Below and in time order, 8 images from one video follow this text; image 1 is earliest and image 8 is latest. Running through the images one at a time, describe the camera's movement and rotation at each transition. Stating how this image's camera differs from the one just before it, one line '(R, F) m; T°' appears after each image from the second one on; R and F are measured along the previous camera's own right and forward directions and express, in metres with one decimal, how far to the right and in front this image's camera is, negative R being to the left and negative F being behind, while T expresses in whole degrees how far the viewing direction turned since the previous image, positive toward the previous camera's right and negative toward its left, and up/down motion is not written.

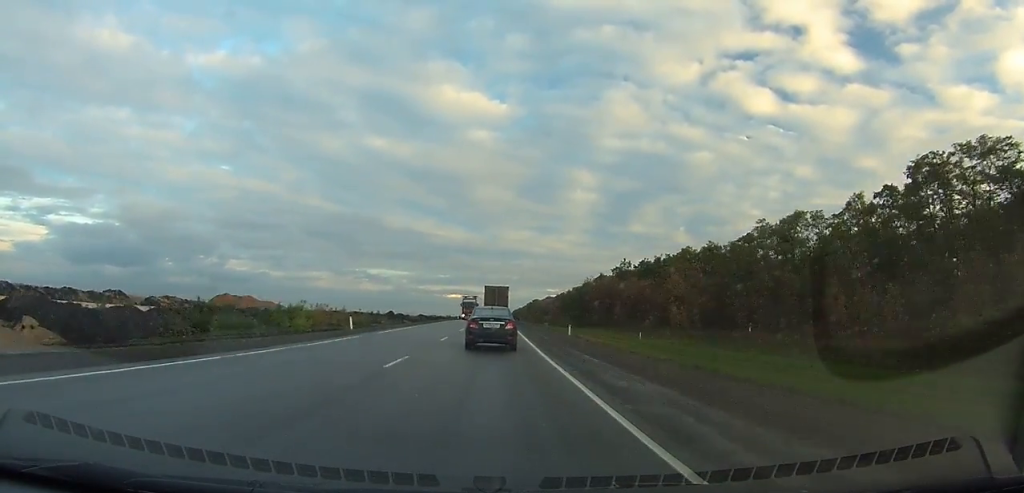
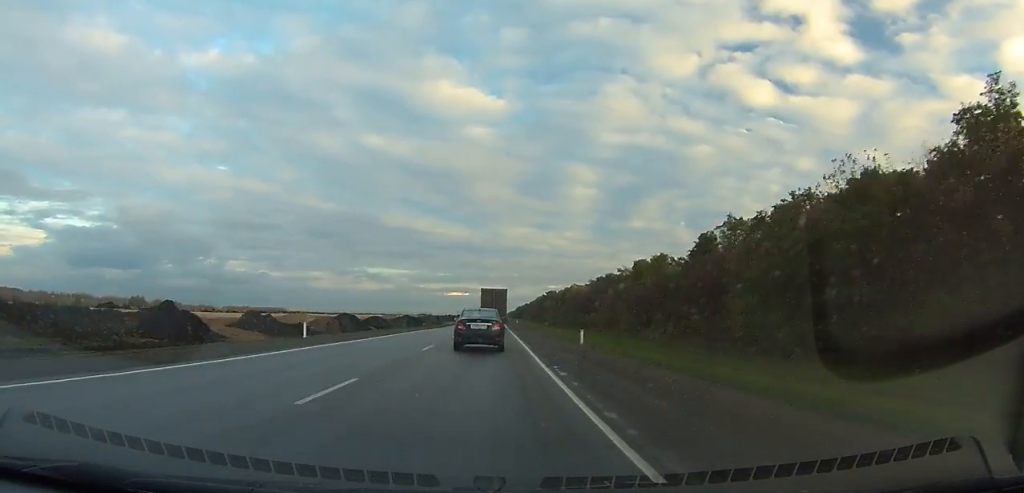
(-0.1, +112.9) m; 0°
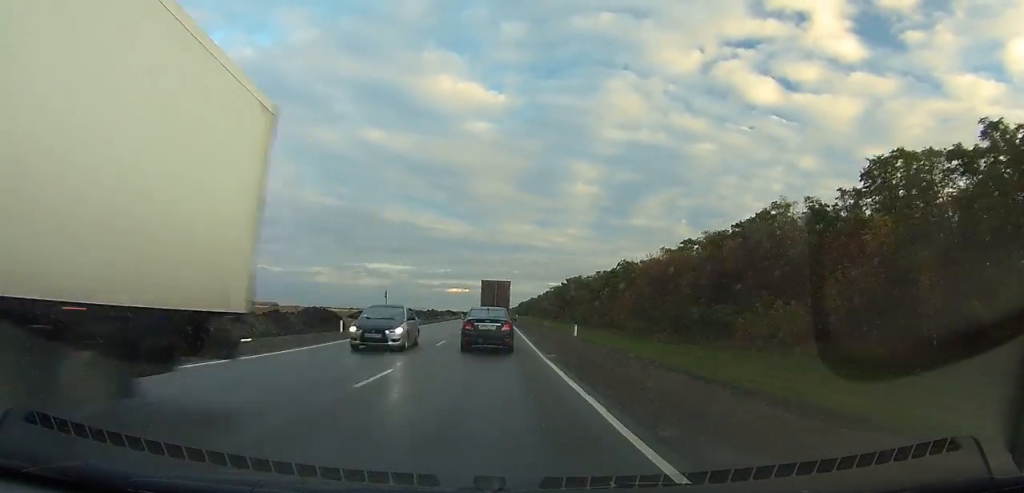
(-0.3, +93.1) m; 0°
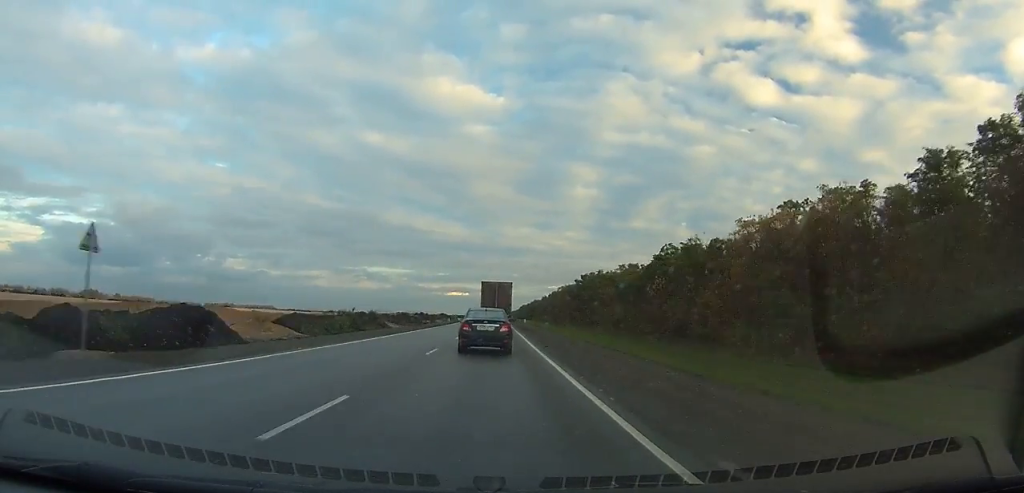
(0.0, +39.2) m; 0°
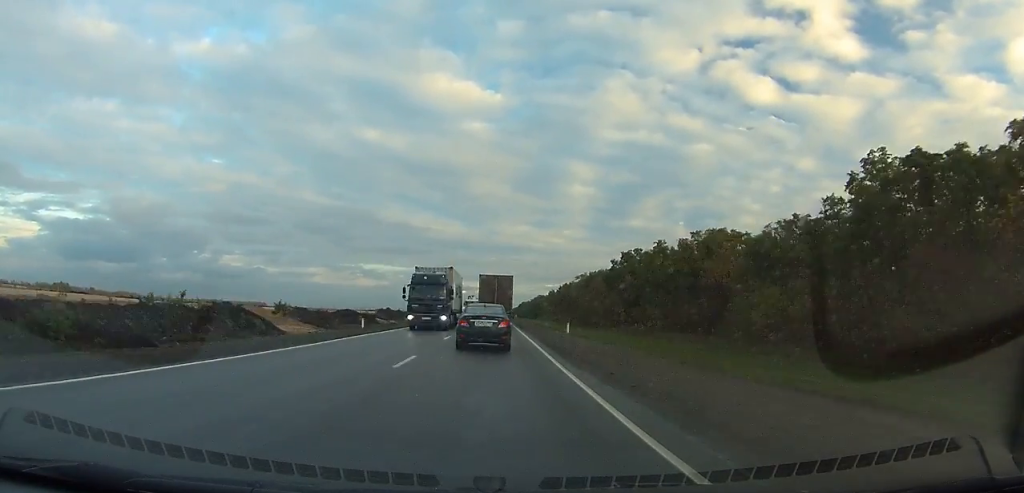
(0.0, +63.8) m; 0°
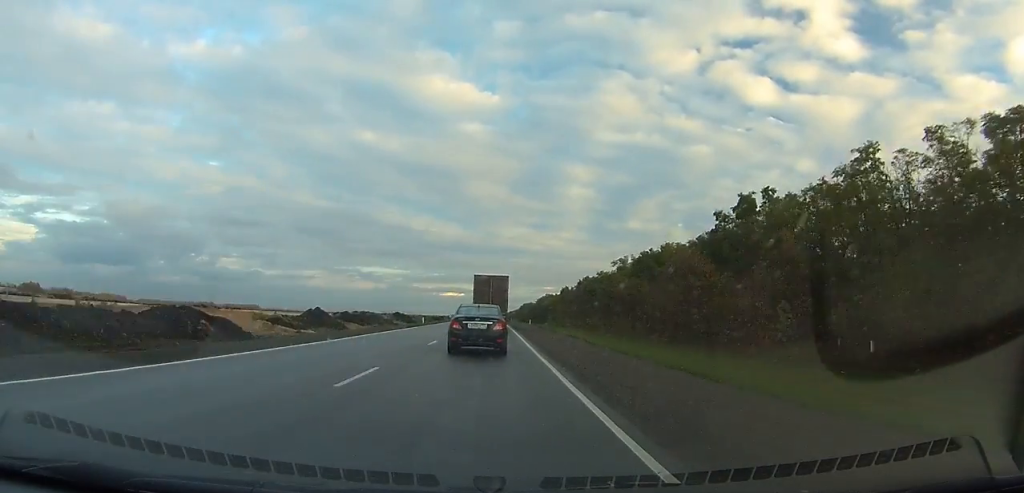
(+0.2, +62.2) m; 0°
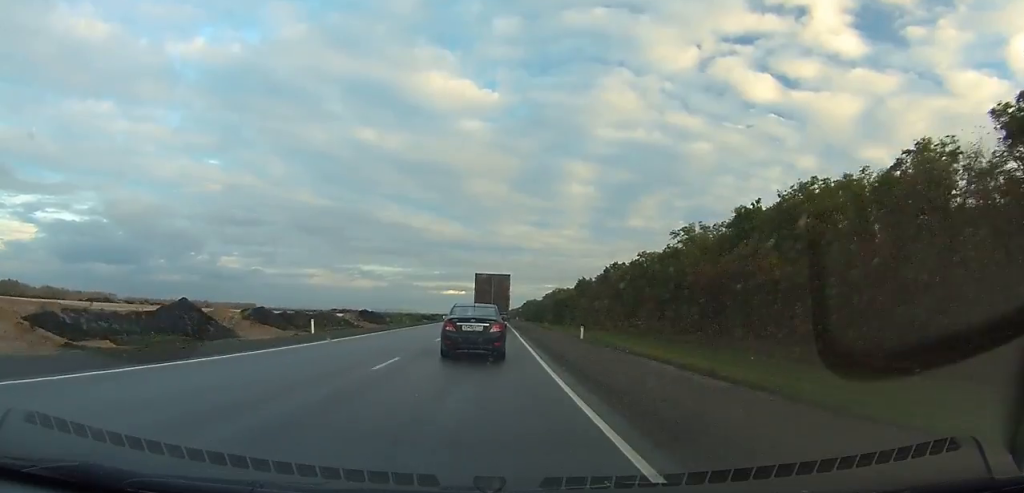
(+0.1, +45.3) m; 0°
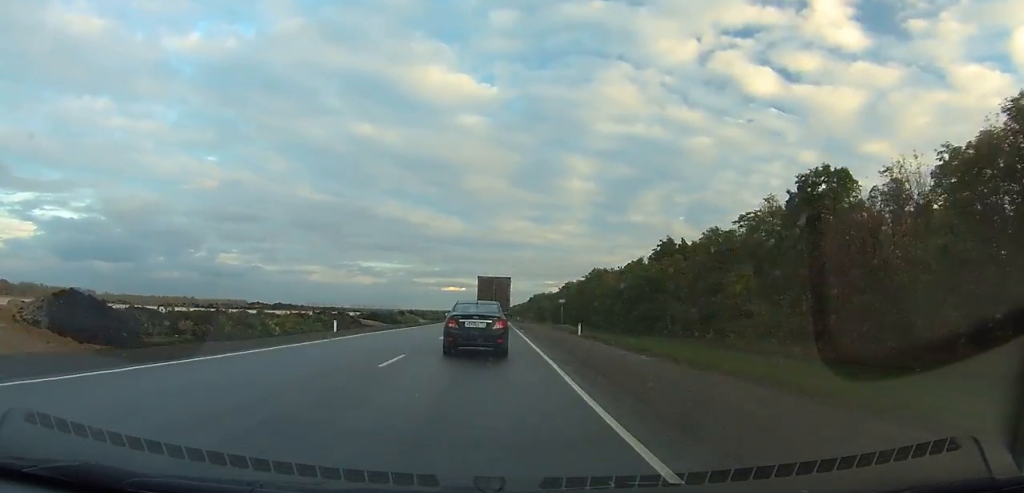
(-0.1, +95.1) m; 0°
